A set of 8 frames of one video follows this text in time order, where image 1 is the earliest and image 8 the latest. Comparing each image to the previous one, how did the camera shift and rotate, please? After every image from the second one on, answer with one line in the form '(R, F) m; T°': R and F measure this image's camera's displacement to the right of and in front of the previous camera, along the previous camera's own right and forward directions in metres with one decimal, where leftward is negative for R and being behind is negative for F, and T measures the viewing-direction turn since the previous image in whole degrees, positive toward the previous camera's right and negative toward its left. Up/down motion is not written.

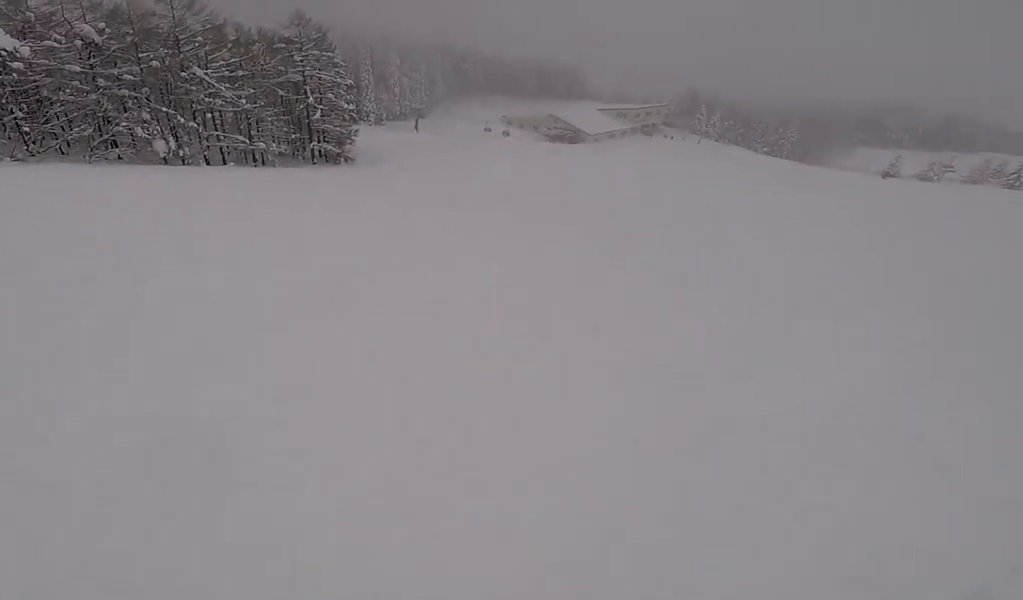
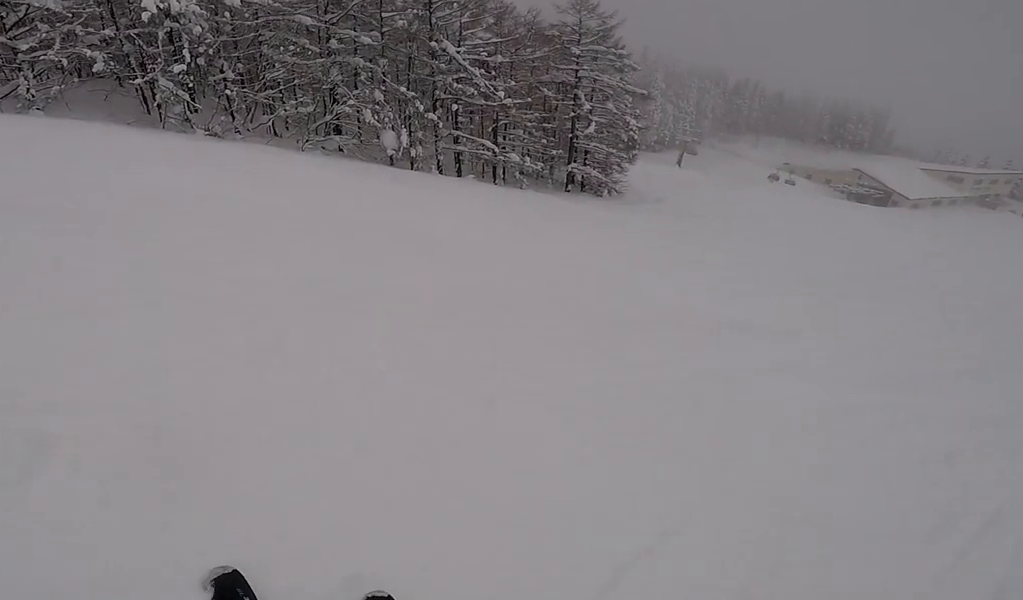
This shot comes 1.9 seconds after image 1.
(-3.3, +11.9) m; -12°
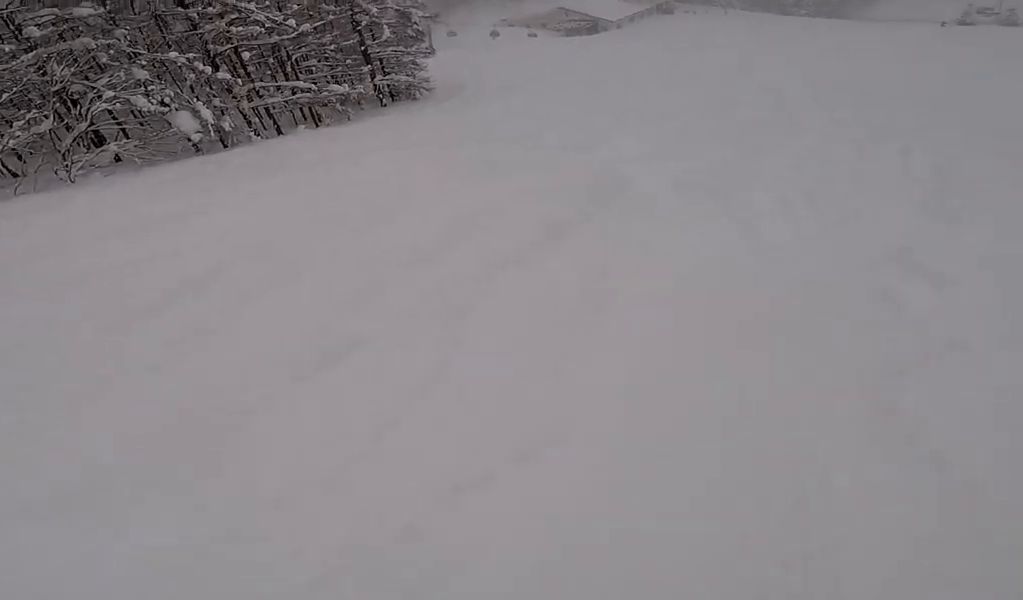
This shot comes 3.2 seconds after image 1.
(+2.2, +7.2) m; +40°
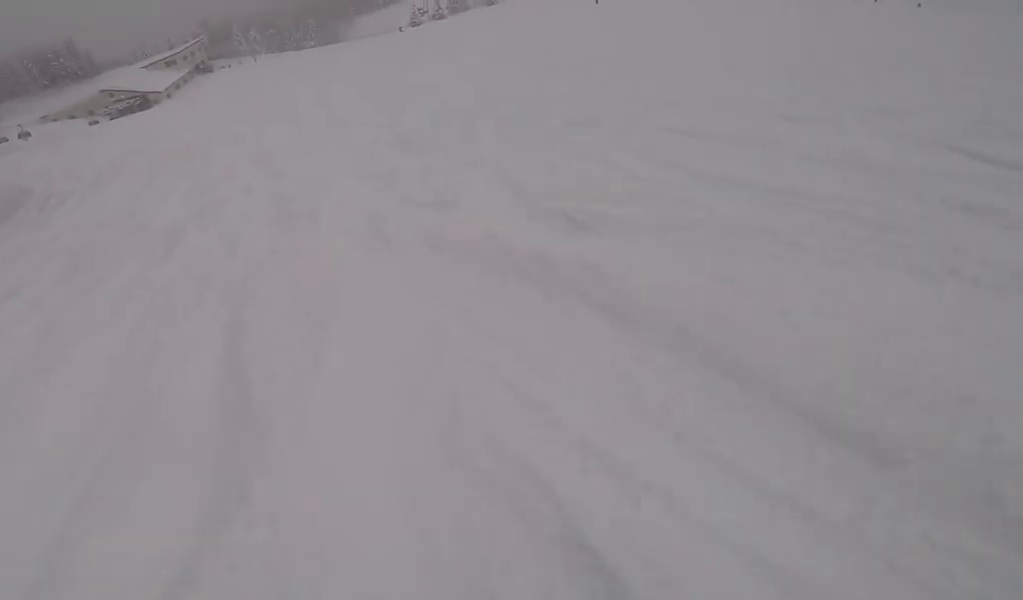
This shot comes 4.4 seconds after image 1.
(+1.6, +7.9) m; +12°
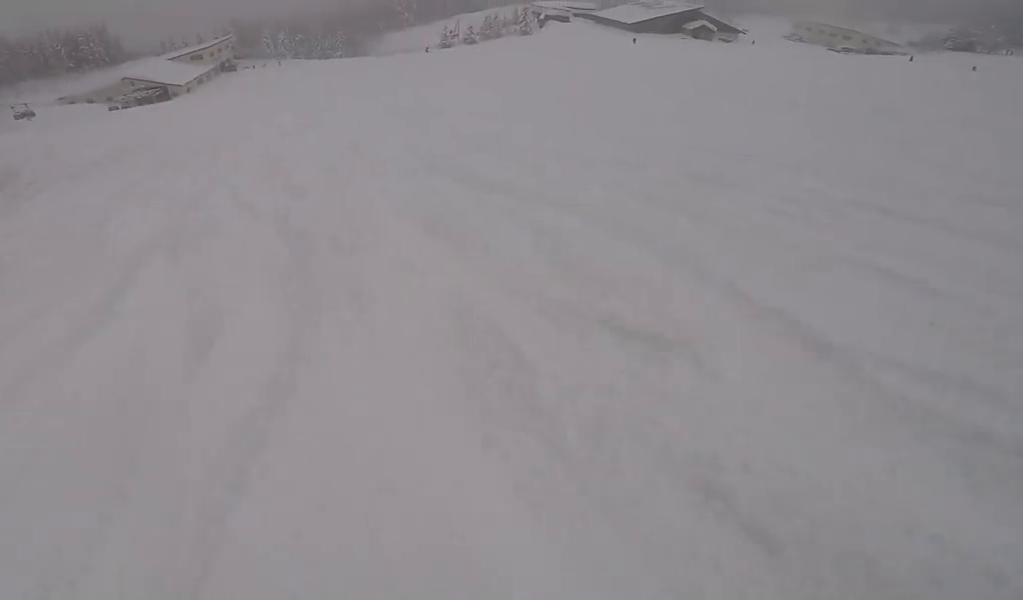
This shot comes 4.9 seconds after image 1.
(-0.5, +3.9) m; +6°
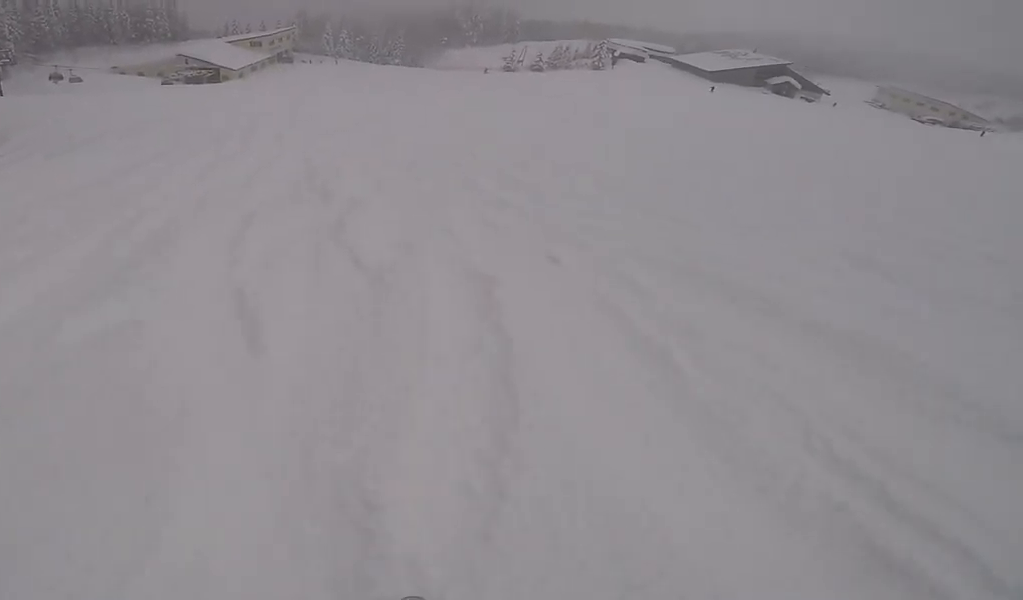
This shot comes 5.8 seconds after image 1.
(+1.1, +7.2) m; +10°
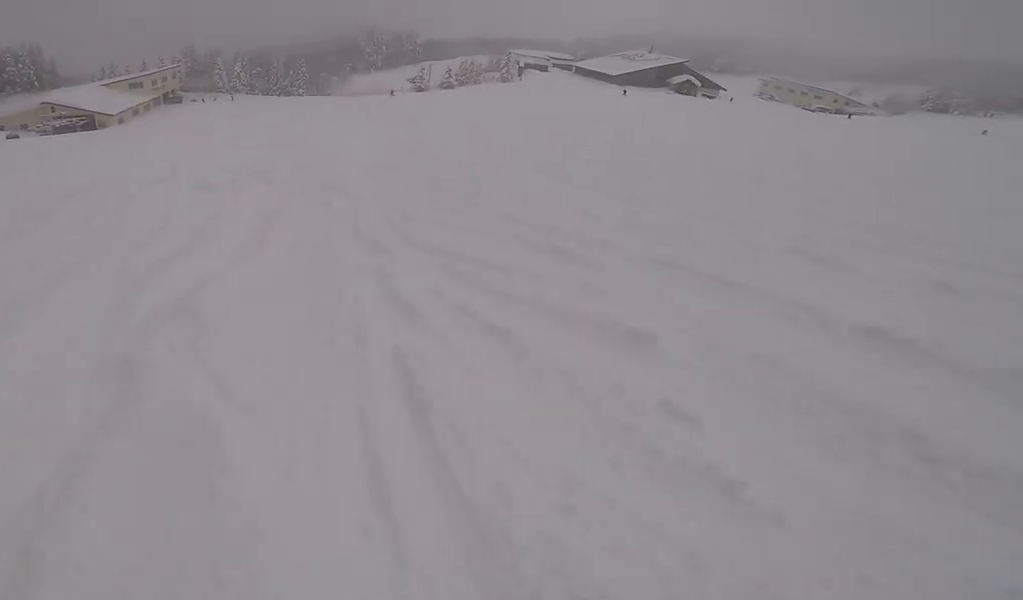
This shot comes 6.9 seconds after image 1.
(+0.9, +10.9) m; +5°
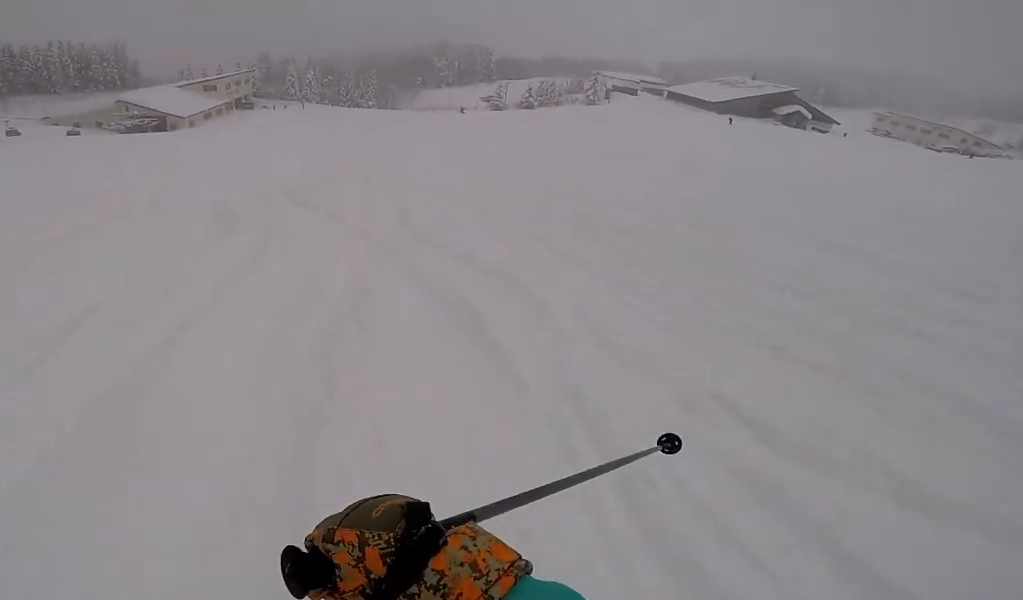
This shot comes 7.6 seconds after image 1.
(0.0, +6.5) m; 0°
